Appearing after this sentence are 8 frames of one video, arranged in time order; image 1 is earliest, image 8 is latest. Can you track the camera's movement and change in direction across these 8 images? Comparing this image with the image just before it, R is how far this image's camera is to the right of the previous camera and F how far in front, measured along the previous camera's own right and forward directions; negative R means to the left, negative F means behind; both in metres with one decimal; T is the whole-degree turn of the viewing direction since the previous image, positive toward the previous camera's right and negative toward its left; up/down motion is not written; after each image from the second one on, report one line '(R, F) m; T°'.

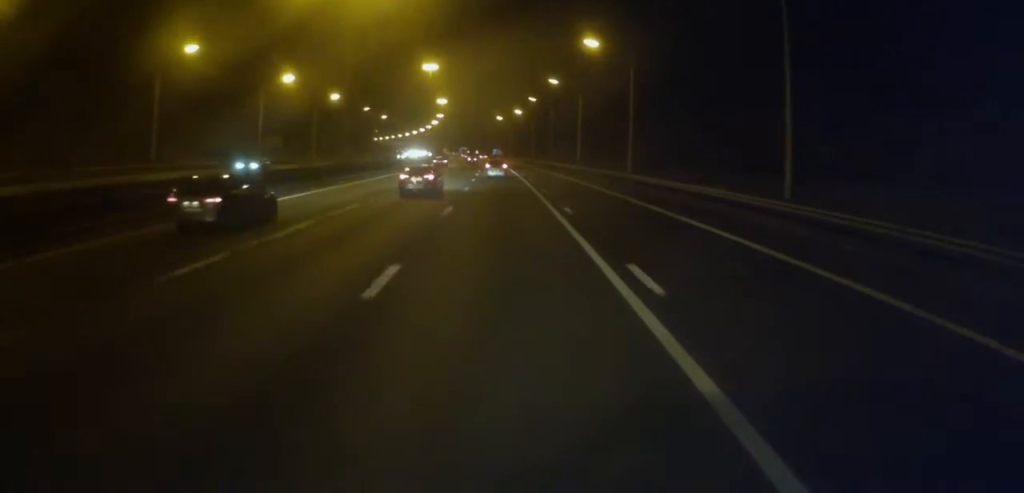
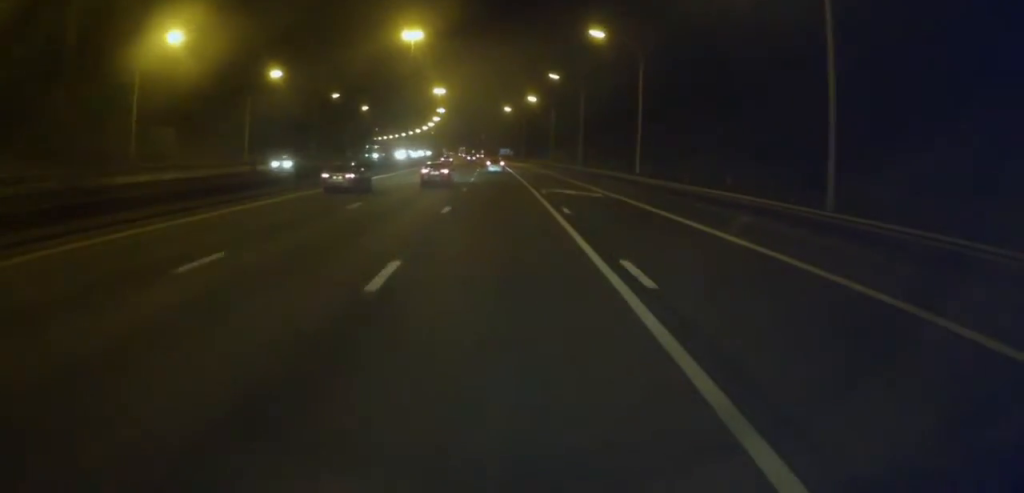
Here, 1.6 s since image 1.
(-0.4, +37.7) m; -2°
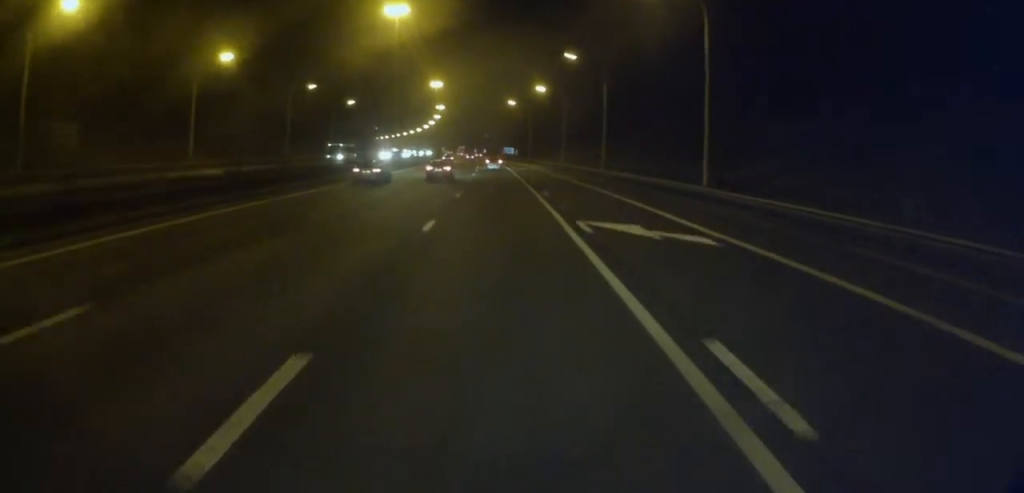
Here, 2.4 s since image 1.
(-0.2, +18.1) m; -1°
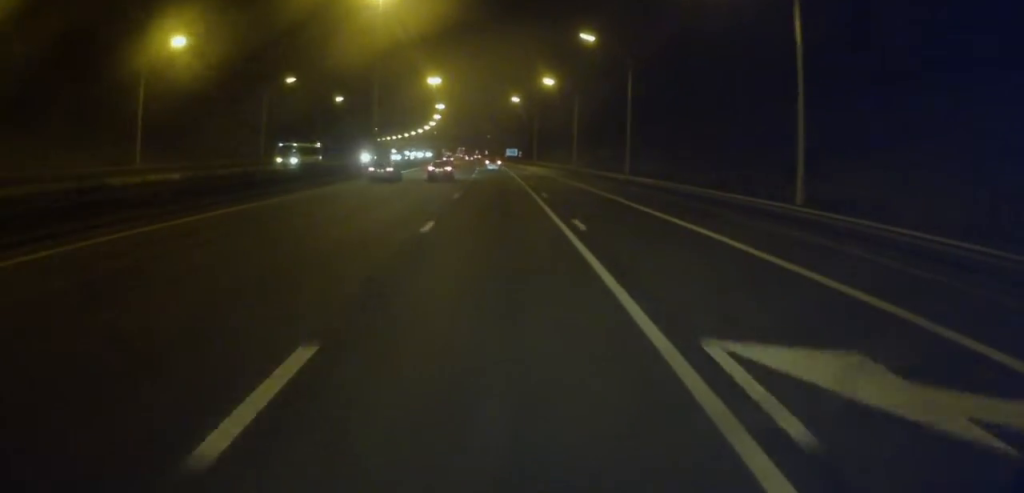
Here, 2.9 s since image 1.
(-0.1, +12.6) m; 0°
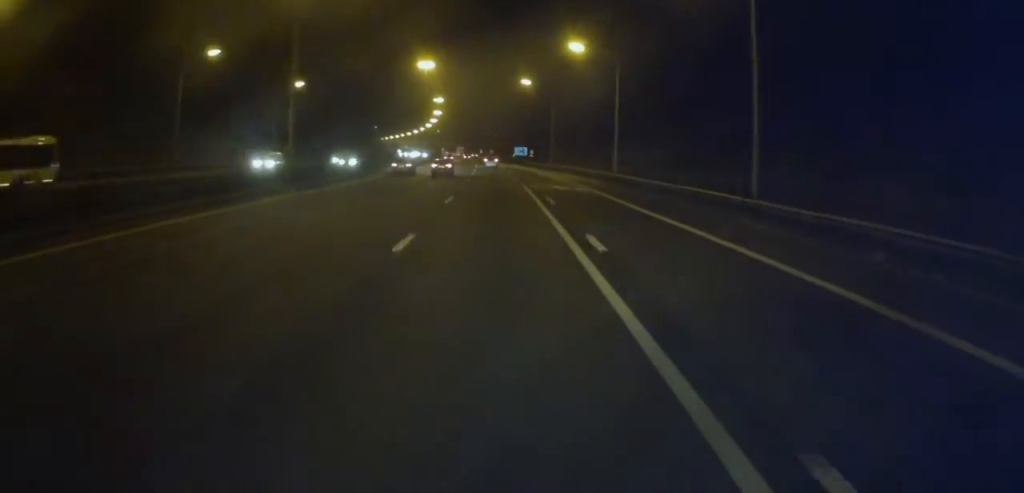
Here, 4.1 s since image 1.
(+0.1, +29.2) m; 0°
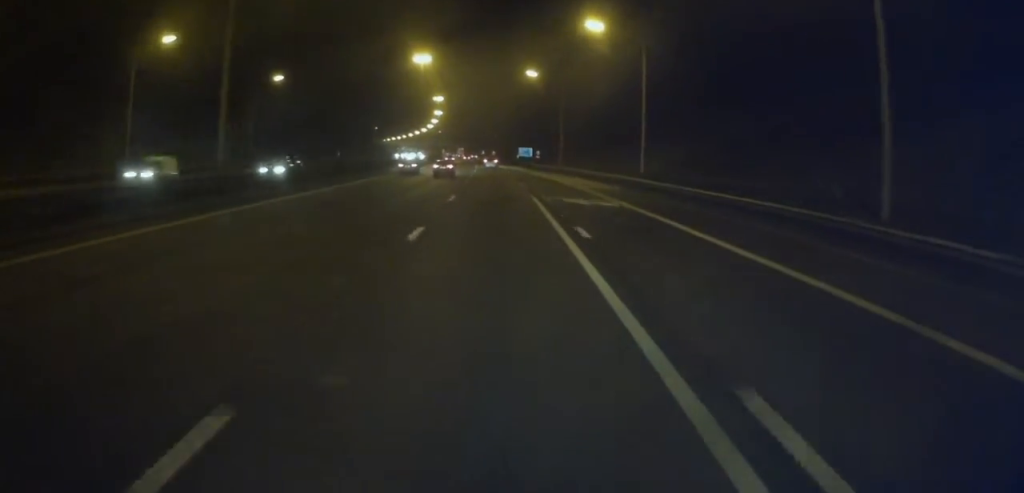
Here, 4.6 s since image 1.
(0.0, +11.0) m; 0°
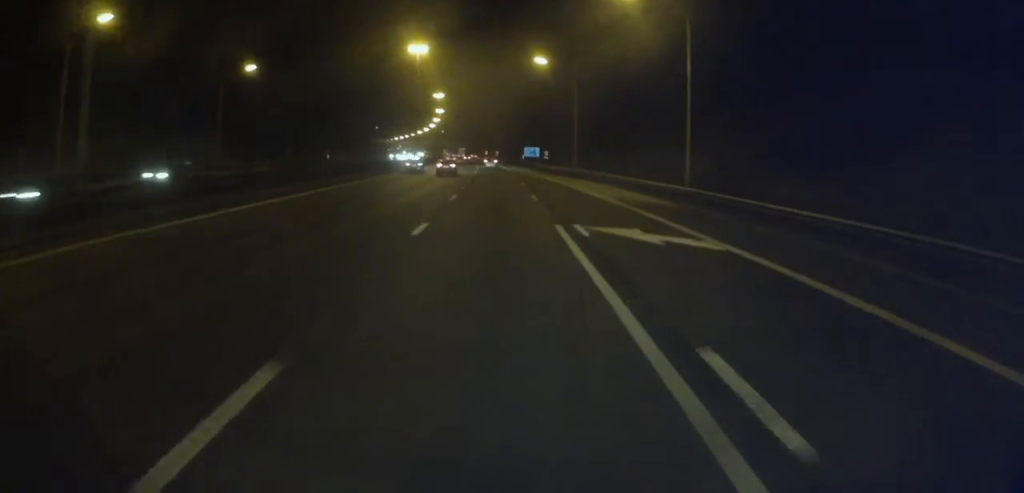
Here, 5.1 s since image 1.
(0.0, +11.8) m; 0°
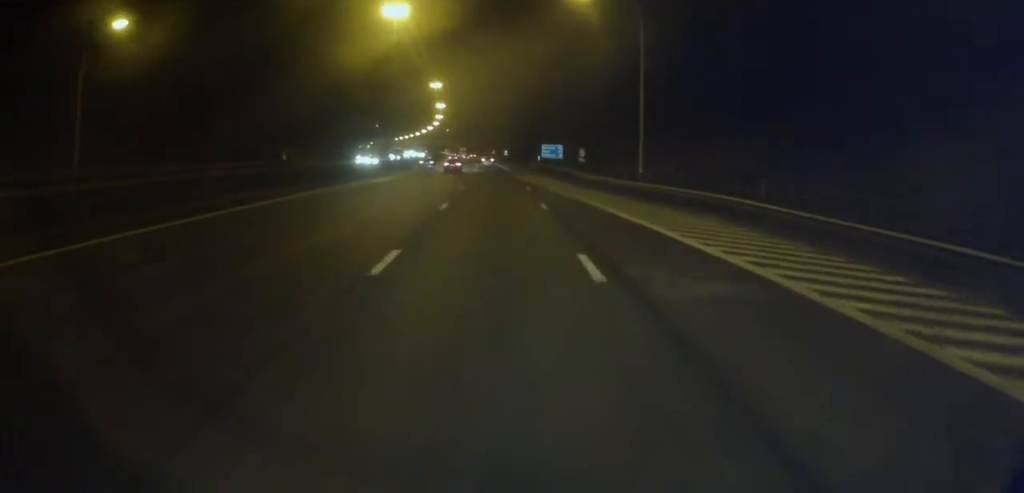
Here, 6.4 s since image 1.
(-0.3, +31.5) m; -1°
